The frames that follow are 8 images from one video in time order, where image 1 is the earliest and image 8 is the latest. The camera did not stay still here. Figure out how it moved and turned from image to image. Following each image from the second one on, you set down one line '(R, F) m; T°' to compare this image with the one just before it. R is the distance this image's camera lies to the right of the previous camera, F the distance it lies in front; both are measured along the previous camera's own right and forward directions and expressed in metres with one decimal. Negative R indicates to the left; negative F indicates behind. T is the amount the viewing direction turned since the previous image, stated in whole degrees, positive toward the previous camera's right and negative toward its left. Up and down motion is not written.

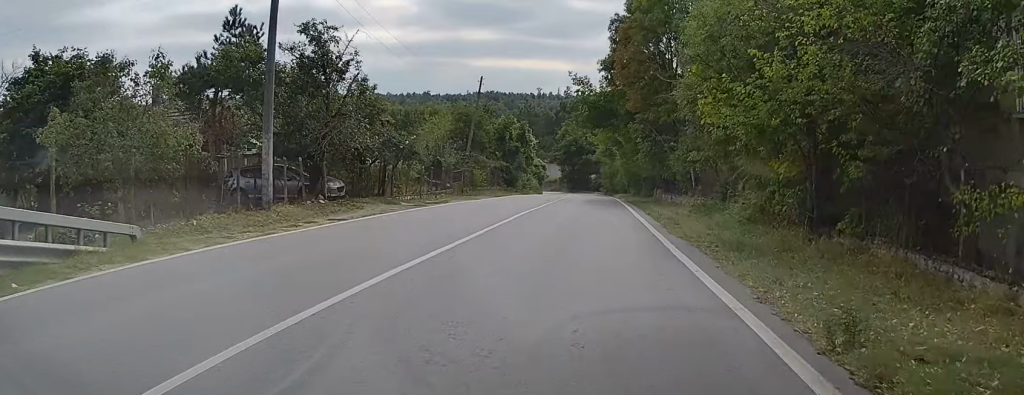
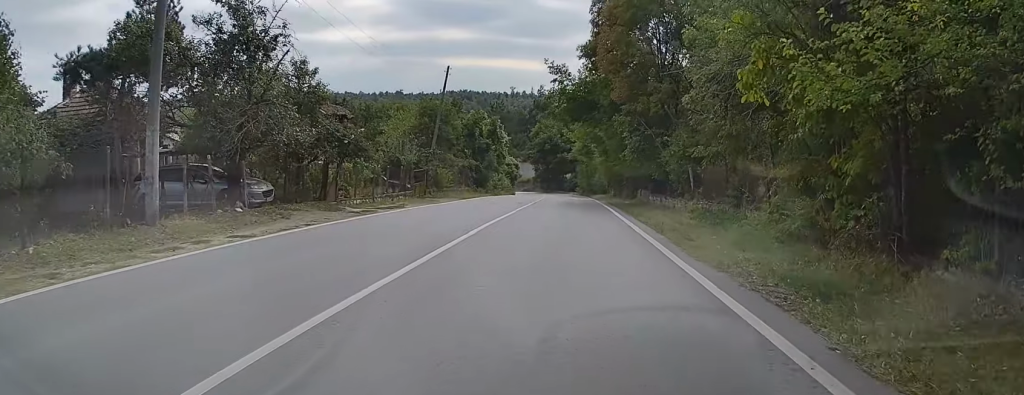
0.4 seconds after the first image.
(0.0, +5.2) m; +1°
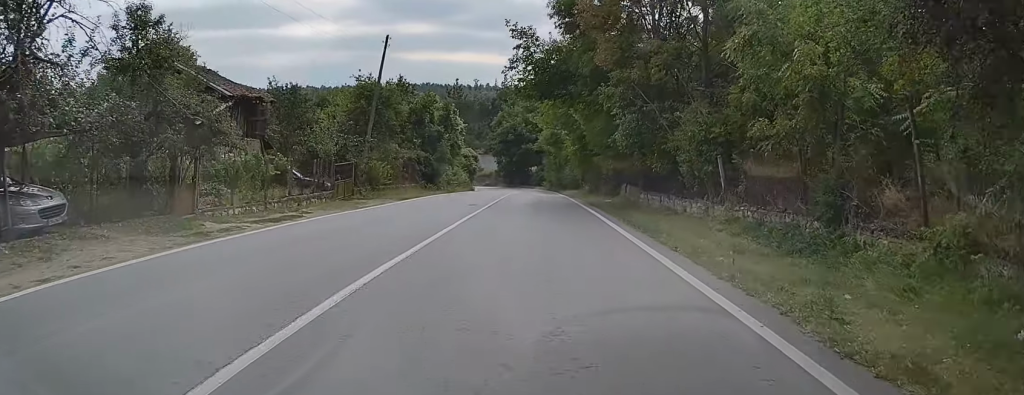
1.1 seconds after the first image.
(+0.2, +9.4) m; +2°
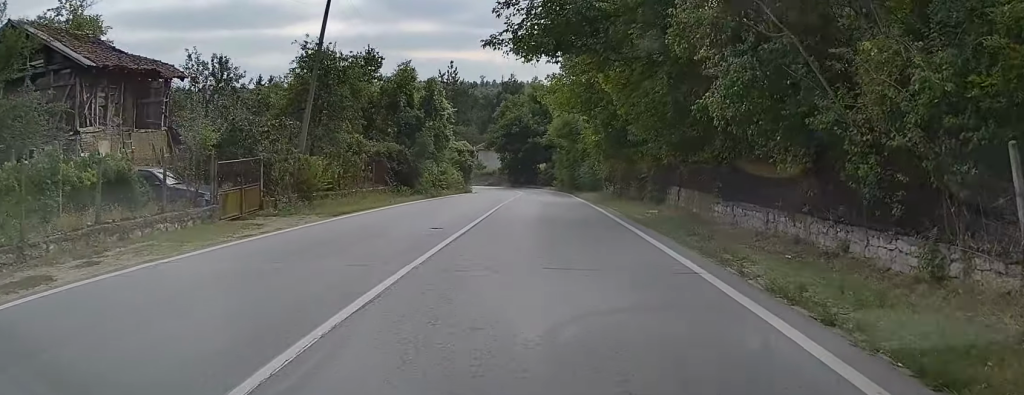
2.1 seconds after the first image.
(+0.2, +12.4) m; +1°
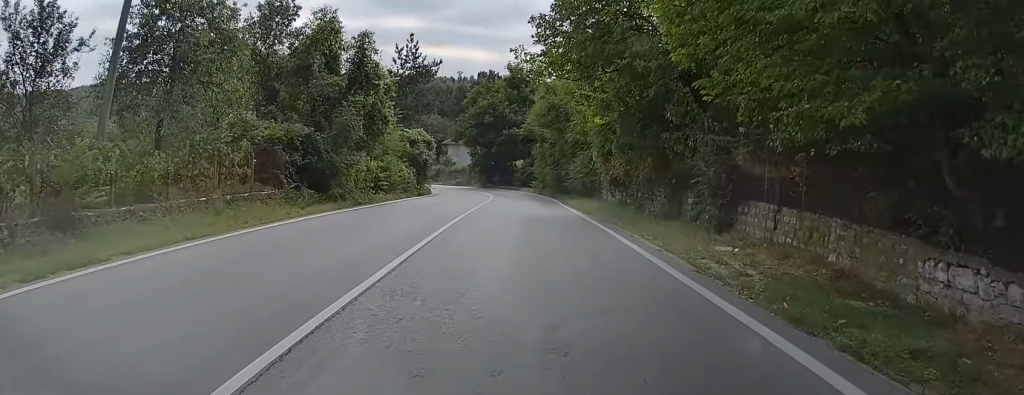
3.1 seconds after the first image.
(0.0, +12.7) m; +1°
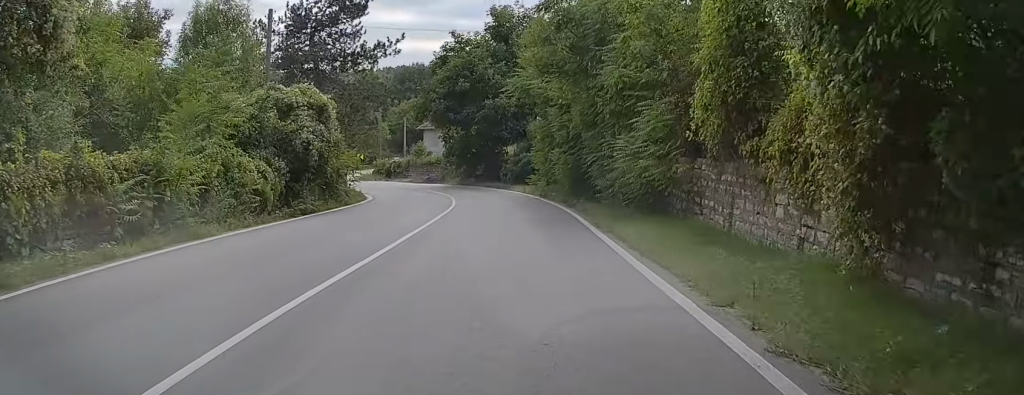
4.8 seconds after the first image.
(0.0, +21.8) m; -1°
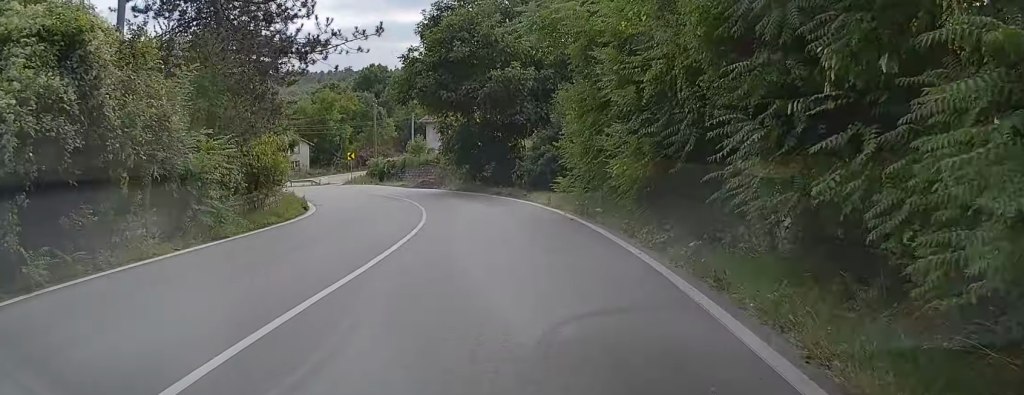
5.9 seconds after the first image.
(0.0, +13.4) m; -2°
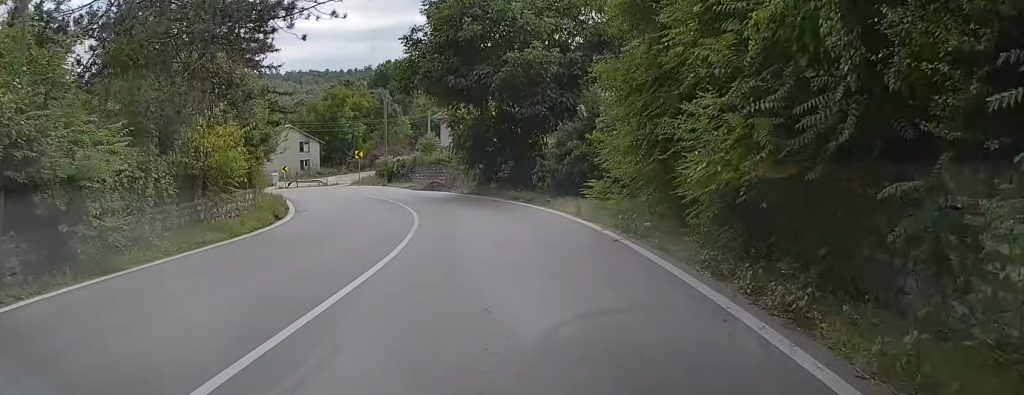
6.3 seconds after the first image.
(-0.1, +5.1) m; -1°
